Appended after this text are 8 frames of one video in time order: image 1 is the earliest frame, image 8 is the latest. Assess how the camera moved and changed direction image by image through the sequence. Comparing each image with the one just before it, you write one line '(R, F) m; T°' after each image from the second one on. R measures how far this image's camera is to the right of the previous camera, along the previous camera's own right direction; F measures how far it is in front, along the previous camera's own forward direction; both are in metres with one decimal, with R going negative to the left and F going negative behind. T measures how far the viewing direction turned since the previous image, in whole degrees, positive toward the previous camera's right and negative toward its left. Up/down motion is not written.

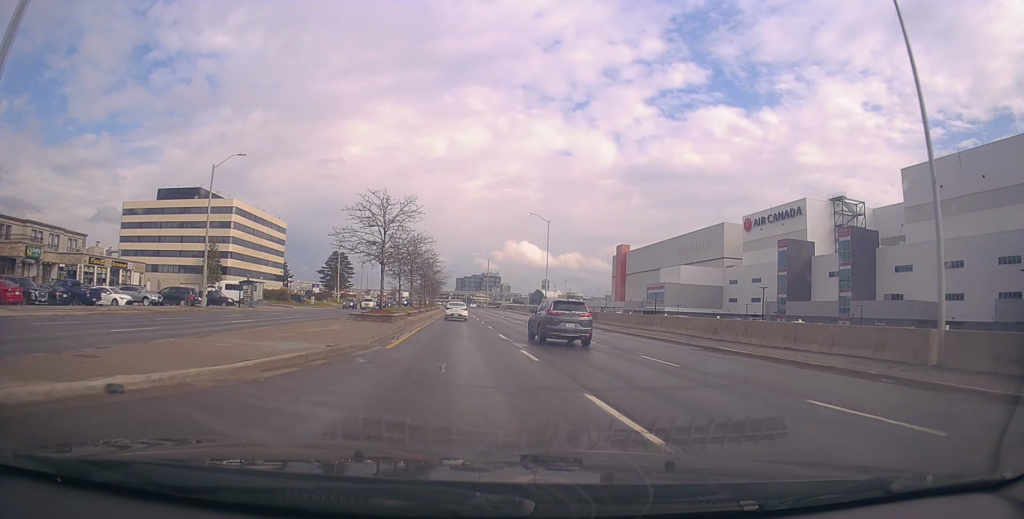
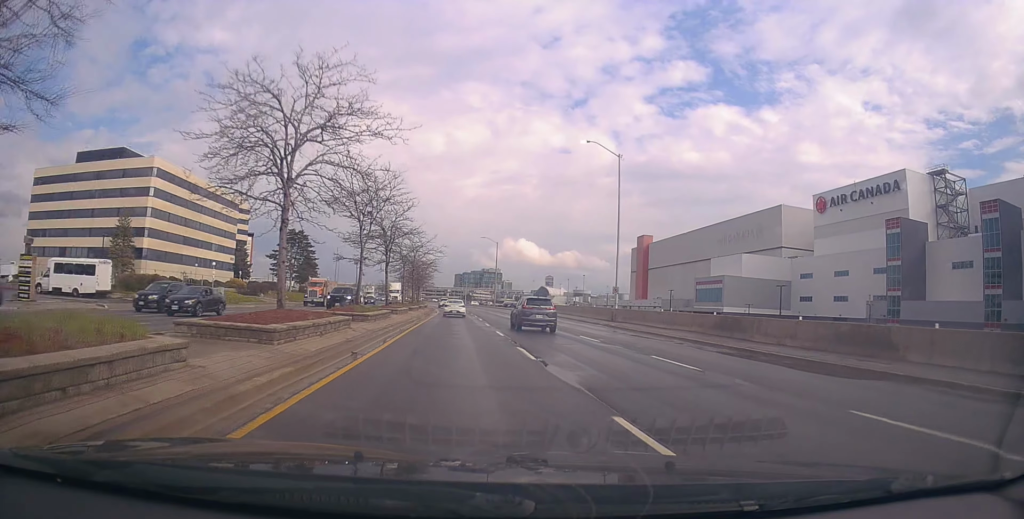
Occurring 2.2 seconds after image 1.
(0.0, +37.1) m; +1°
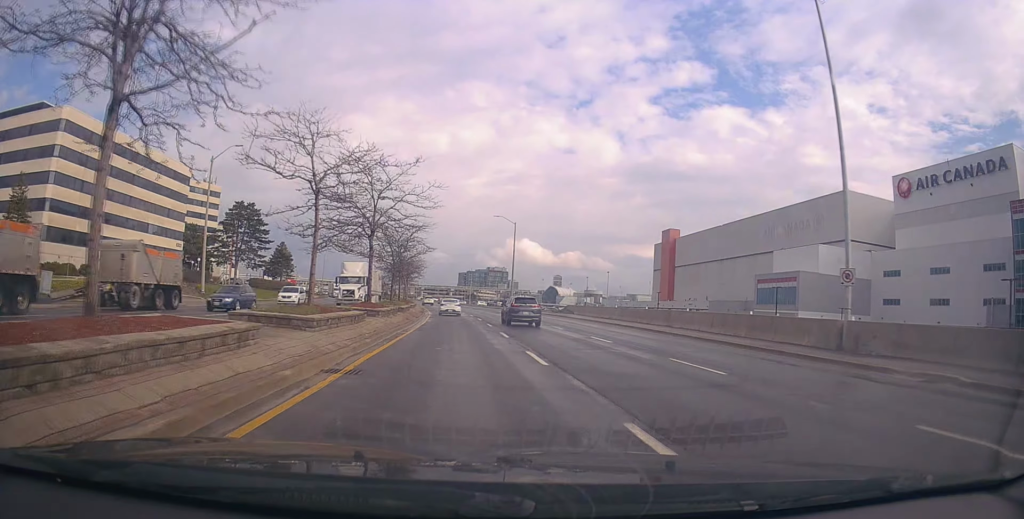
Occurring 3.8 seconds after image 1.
(-0.3, +29.0) m; -1°
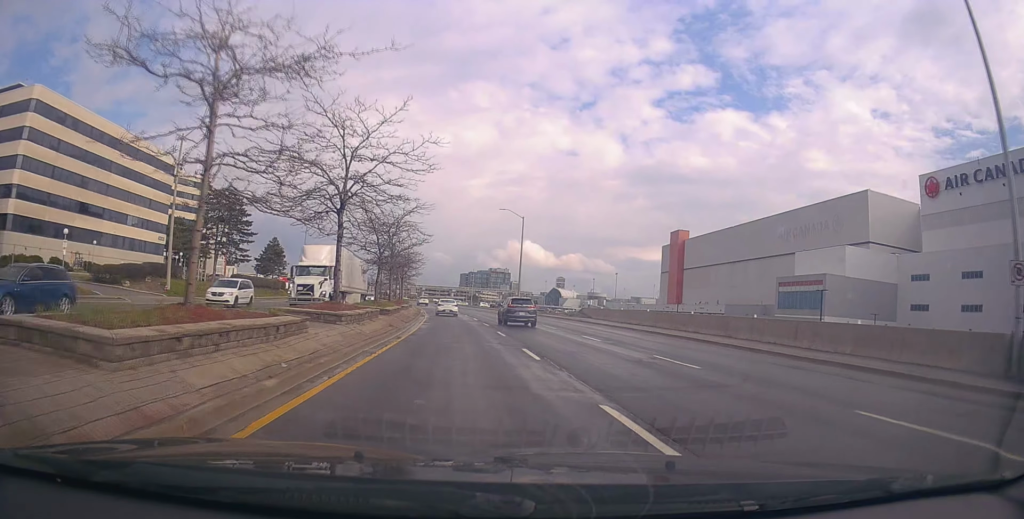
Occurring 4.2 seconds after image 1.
(0.0, +7.4) m; 0°
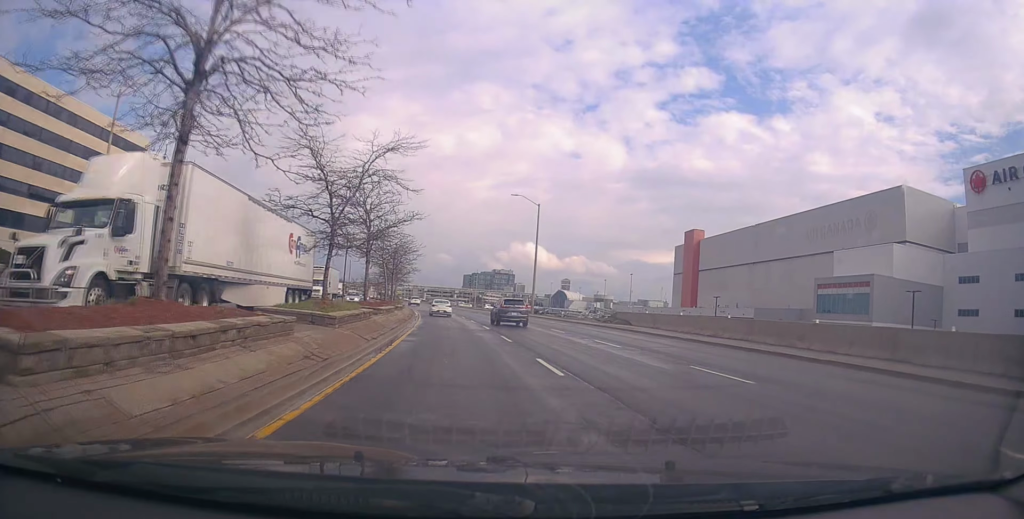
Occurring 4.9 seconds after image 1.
(0.0, +11.8) m; 0°
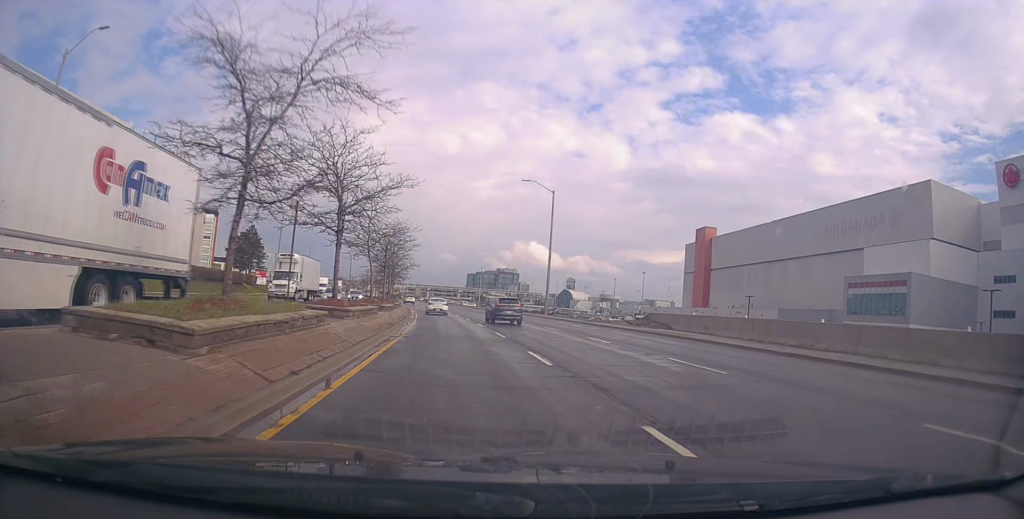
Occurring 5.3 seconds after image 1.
(0.0, +7.7) m; 0°
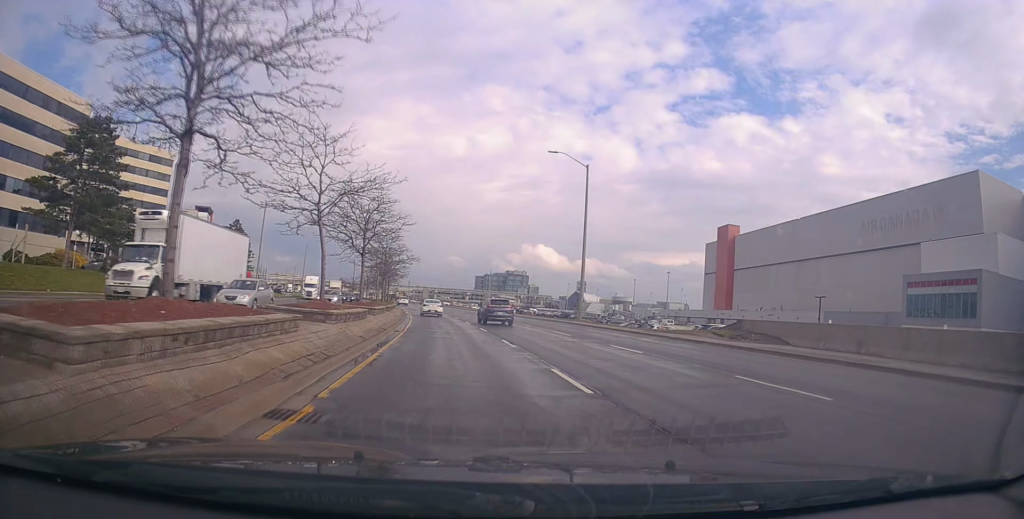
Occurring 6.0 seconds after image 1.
(-0.1, +12.9) m; -2°
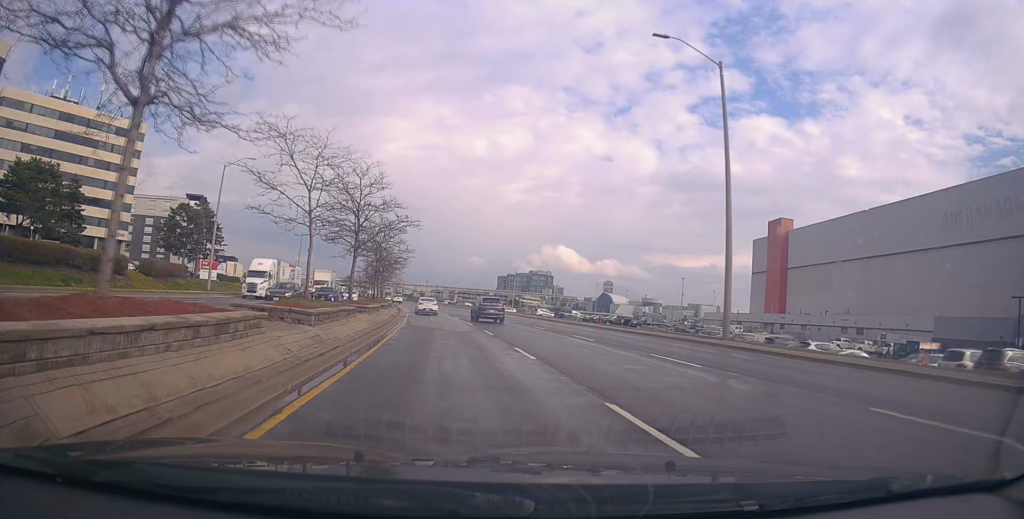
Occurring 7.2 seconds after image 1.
(-0.6, +21.9) m; -2°
